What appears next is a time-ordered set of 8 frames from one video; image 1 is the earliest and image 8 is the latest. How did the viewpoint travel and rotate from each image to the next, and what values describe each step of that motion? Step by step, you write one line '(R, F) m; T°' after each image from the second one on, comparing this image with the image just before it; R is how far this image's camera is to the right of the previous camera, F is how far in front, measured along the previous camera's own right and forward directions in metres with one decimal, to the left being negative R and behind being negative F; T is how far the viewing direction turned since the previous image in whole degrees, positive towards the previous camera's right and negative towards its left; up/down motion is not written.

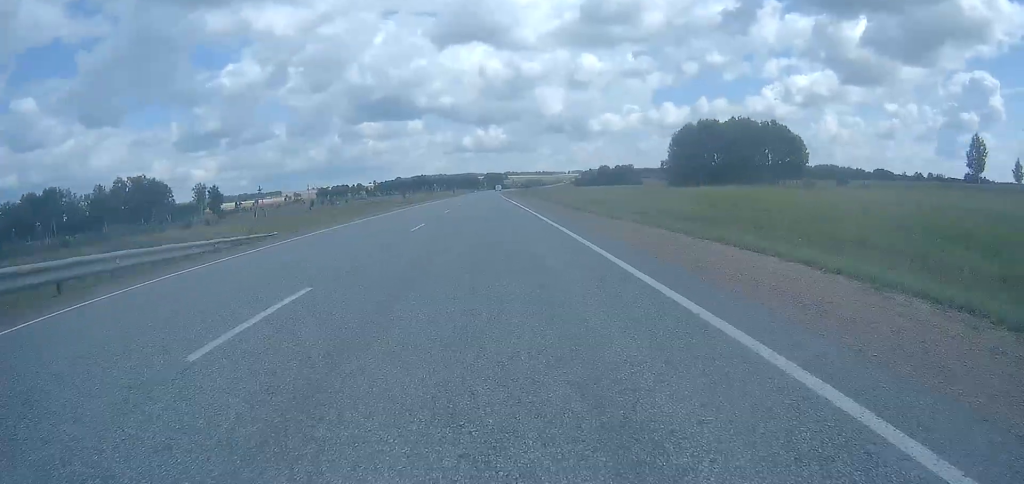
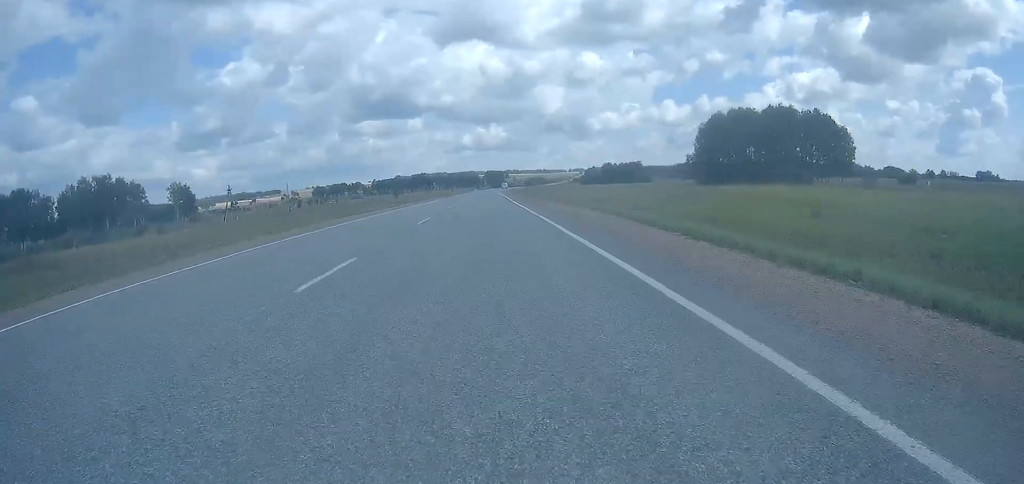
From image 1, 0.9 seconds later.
(0.0, +20.5) m; 0°
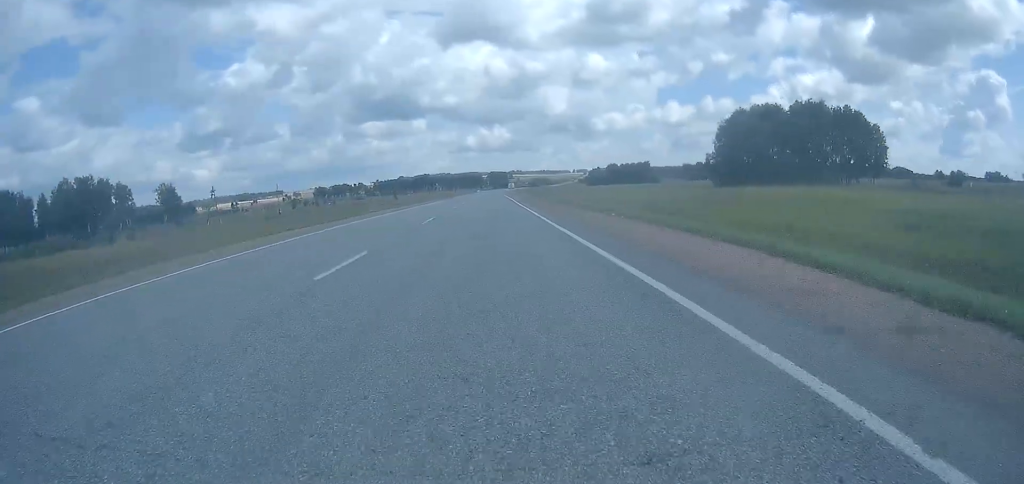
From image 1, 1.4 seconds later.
(0.0, +11.0) m; 0°
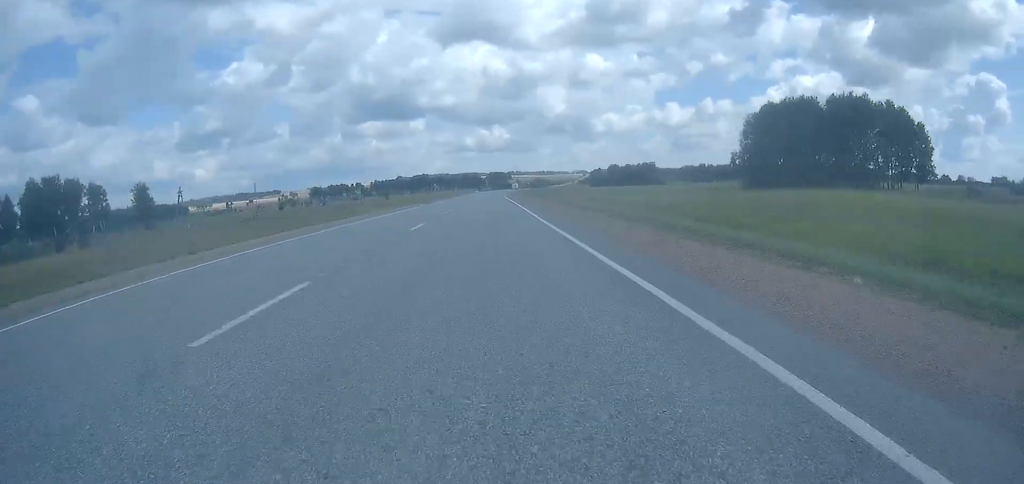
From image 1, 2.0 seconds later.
(0.0, +15.0) m; 0°
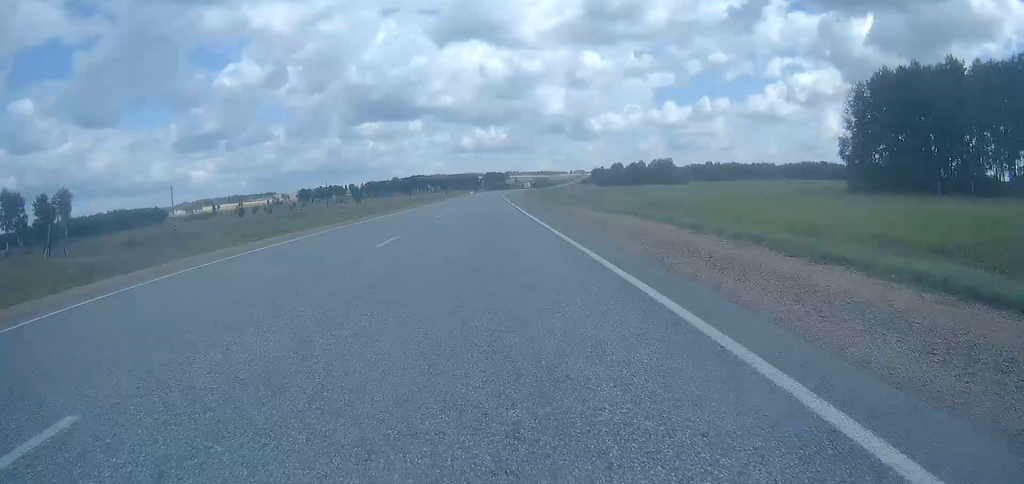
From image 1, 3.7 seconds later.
(+0.4, +40.5) m; +1°
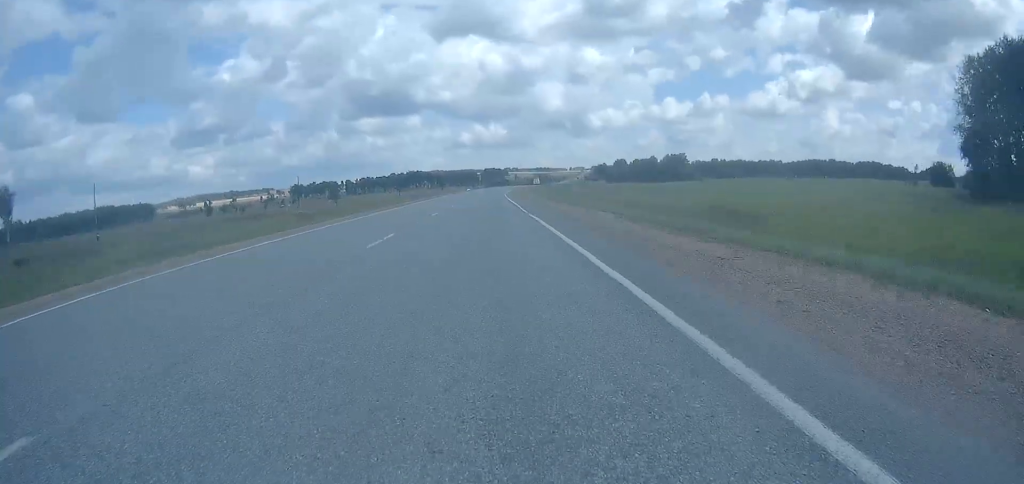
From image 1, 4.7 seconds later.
(0.0, +24.5) m; 0°
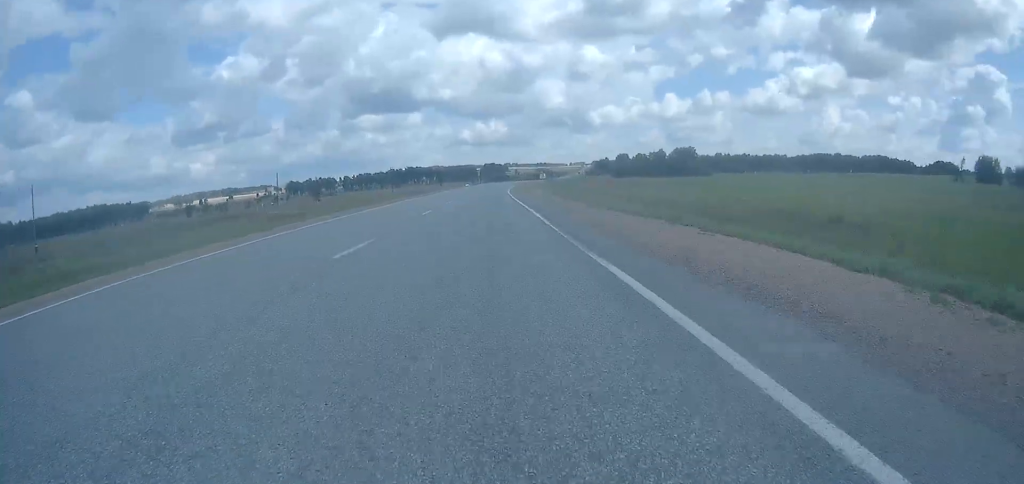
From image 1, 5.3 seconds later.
(0.0, +14.7) m; 0°
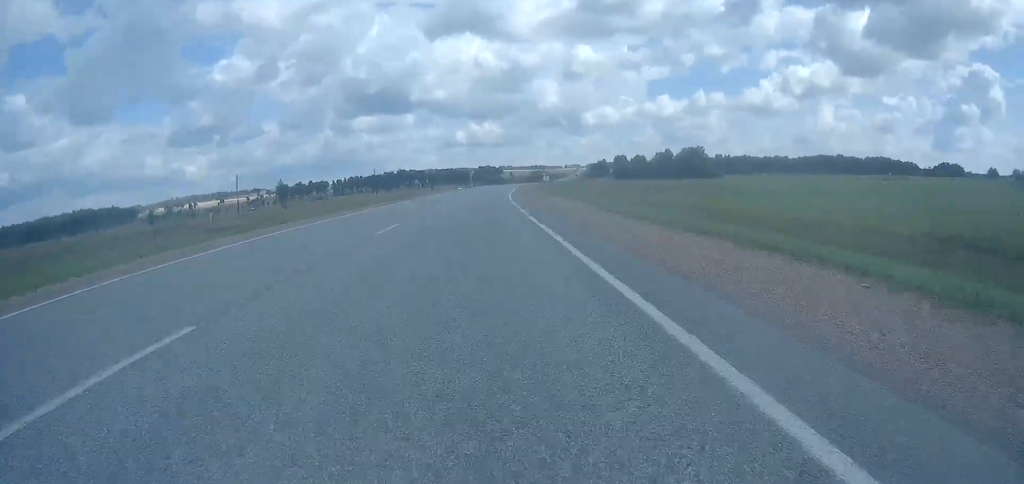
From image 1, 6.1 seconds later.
(-0.1, +20.4) m; 0°
